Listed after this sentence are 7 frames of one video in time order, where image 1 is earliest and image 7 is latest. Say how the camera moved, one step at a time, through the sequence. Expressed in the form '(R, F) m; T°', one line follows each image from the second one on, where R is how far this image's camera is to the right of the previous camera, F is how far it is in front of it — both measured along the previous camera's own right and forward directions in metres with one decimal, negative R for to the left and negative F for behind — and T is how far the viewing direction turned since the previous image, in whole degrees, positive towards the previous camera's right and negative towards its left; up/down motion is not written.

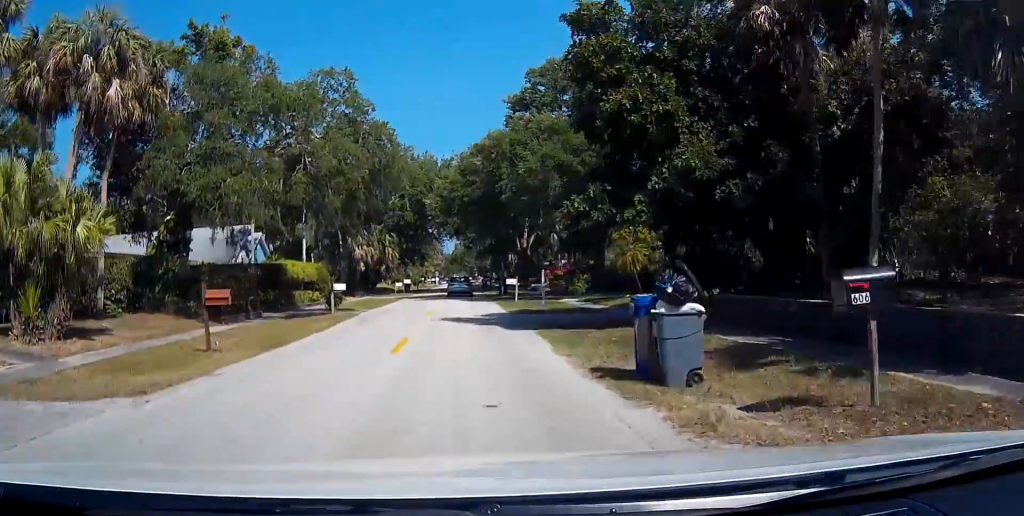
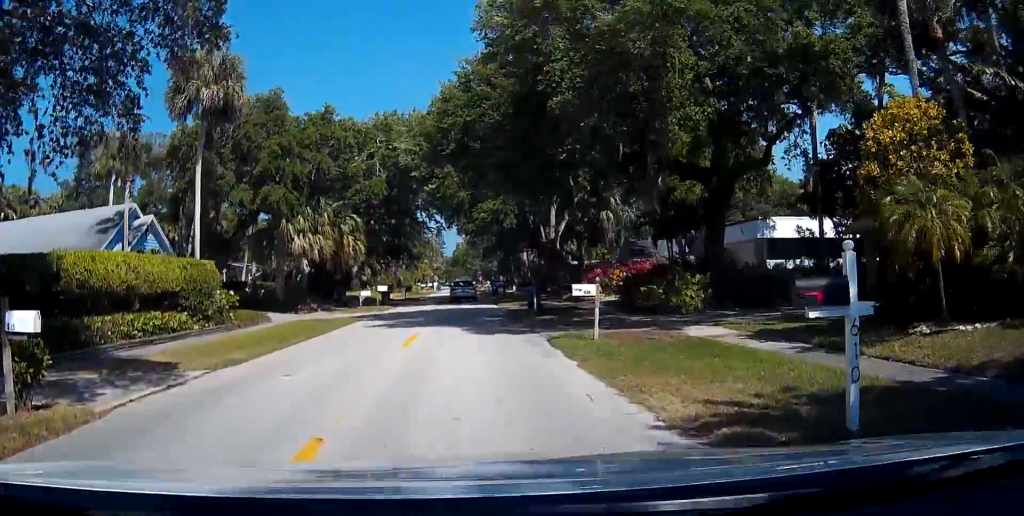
(0.0, +23.6) m; 0°
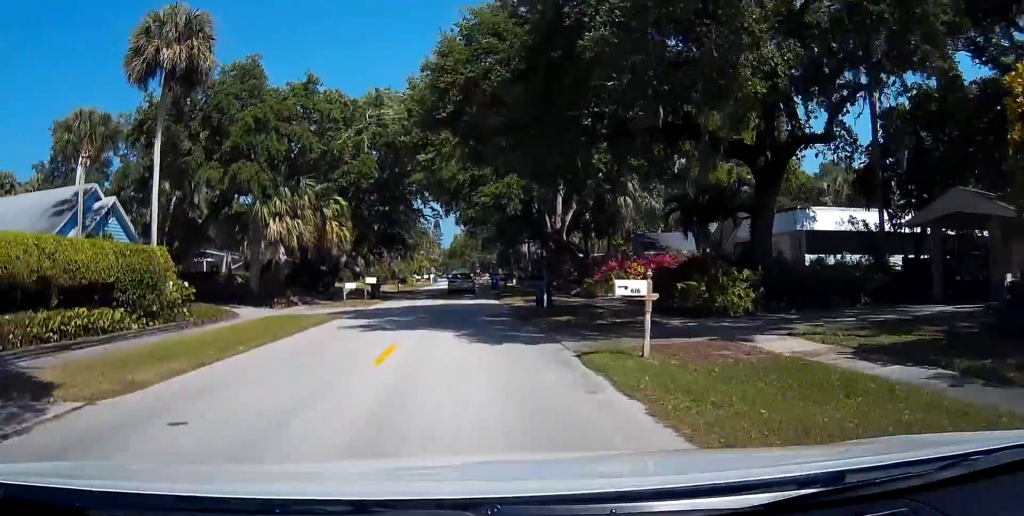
(0.0, +4.8) m; 0°
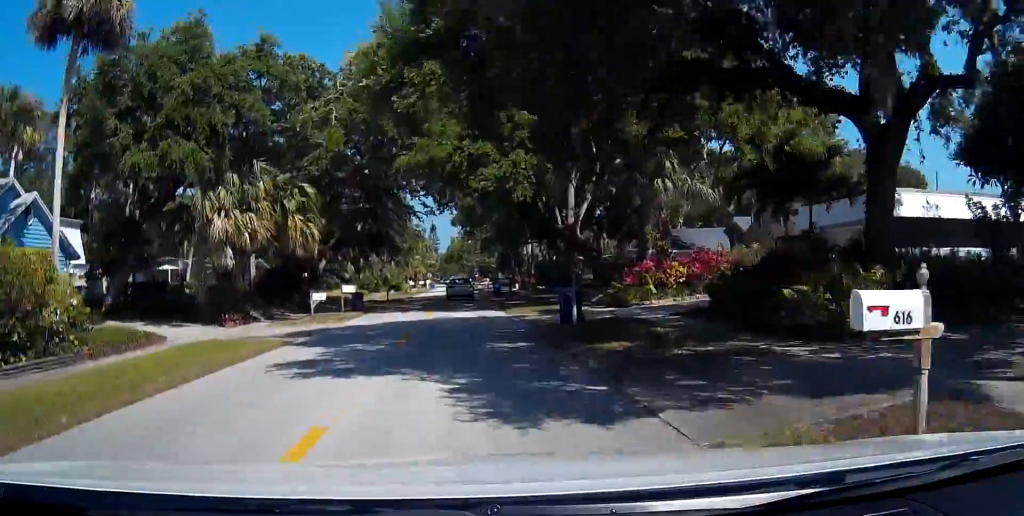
(0.0, +7.4) m; 0°
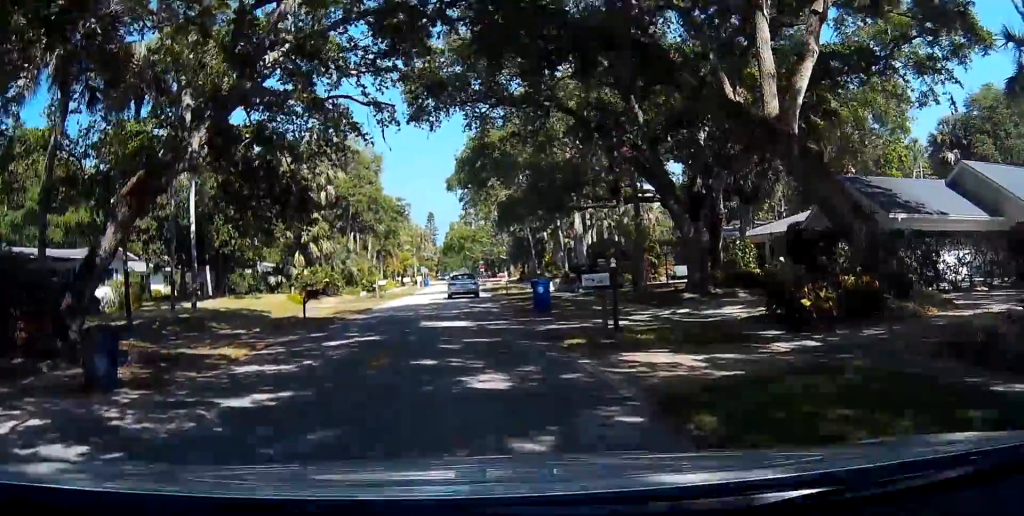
(0.0, +29.6) m; 0°
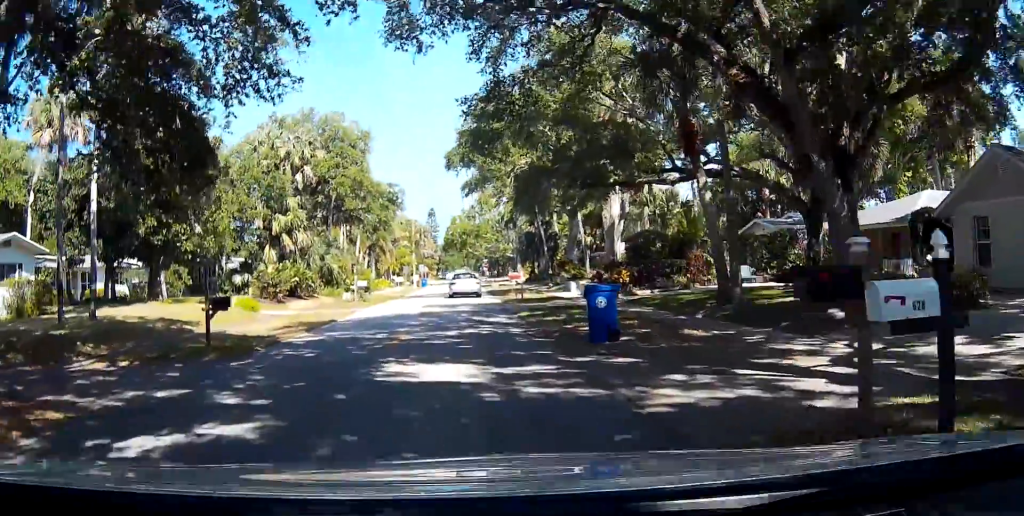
(0.0, +10.2) m; 0°
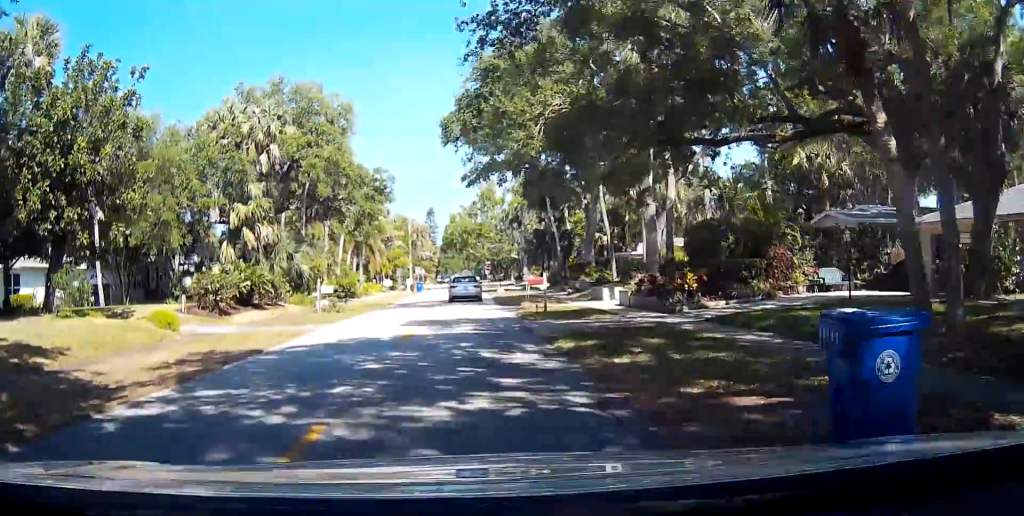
(0.0, +9.6) m; 0°
